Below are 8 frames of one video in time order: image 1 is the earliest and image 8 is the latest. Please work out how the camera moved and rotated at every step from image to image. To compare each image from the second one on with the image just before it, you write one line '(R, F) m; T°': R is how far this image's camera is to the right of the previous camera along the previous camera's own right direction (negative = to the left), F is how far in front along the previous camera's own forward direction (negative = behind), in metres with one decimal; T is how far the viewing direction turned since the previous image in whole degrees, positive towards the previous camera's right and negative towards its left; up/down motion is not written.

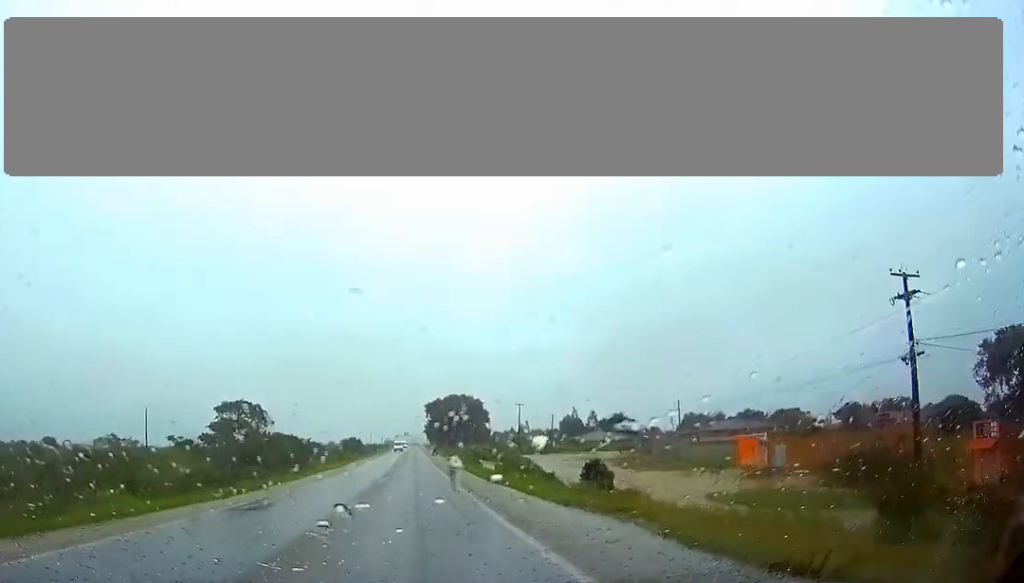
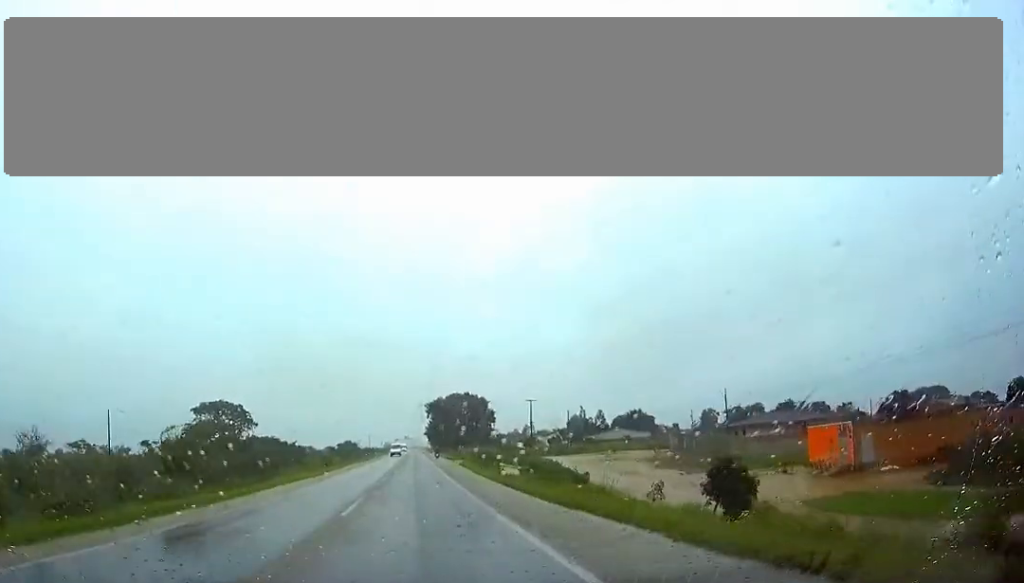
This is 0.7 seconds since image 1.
(0.0, +17.3) m; 0°
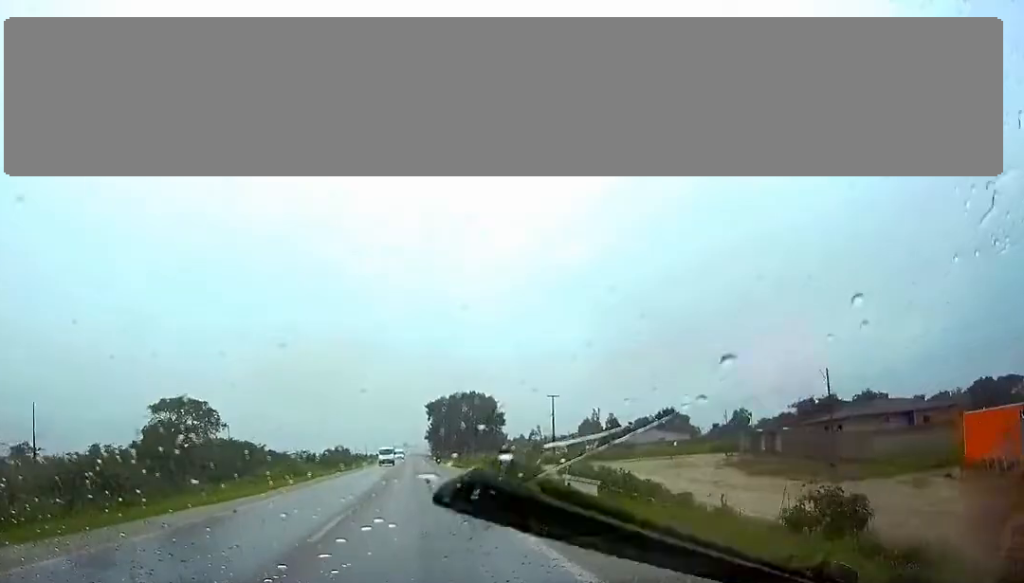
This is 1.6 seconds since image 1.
(0.0, +25.0) m; 0°
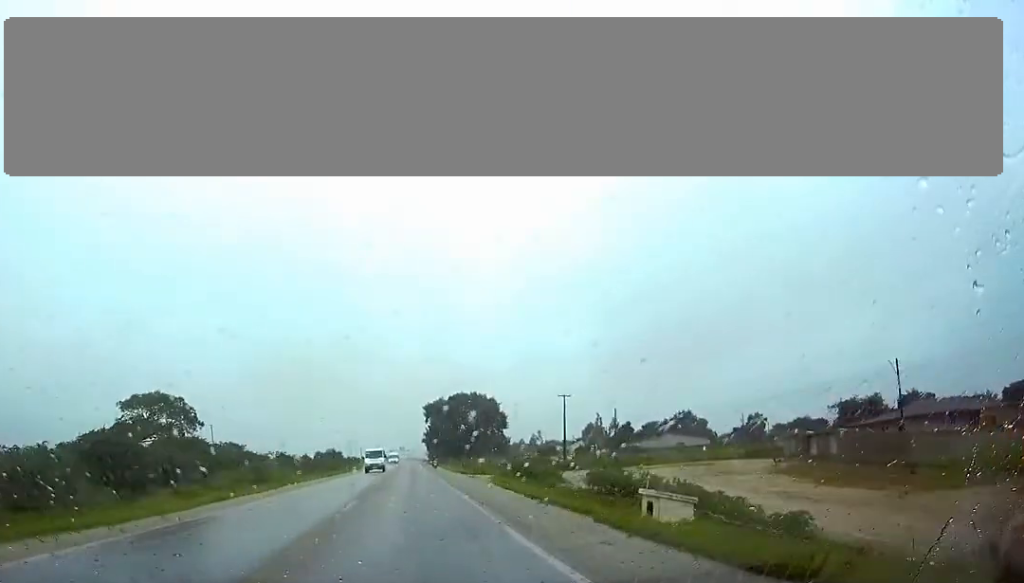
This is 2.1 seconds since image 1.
(+0.1, +12.1) m; 0°
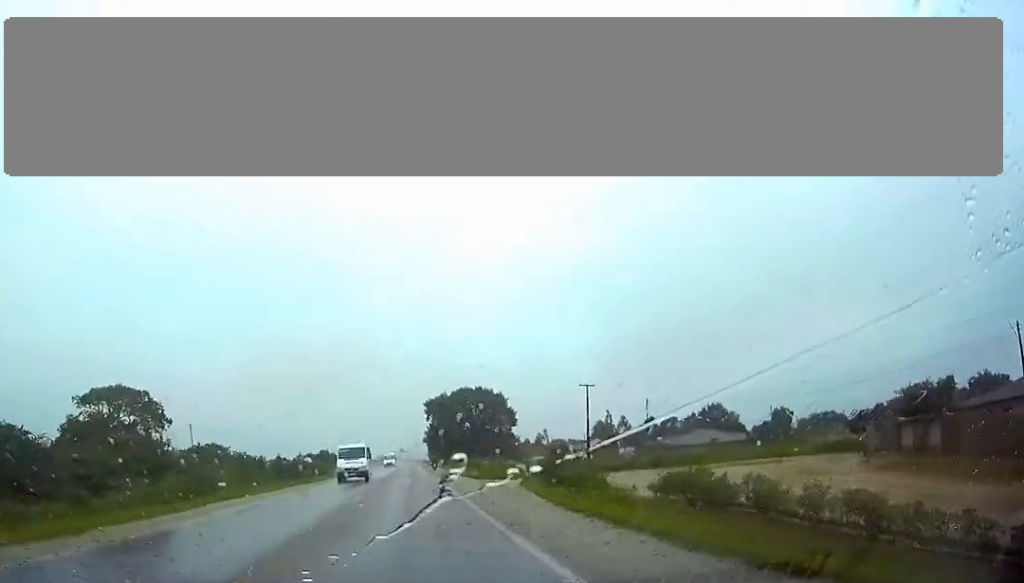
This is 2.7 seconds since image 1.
(-0.3, +15.5) m; 0°
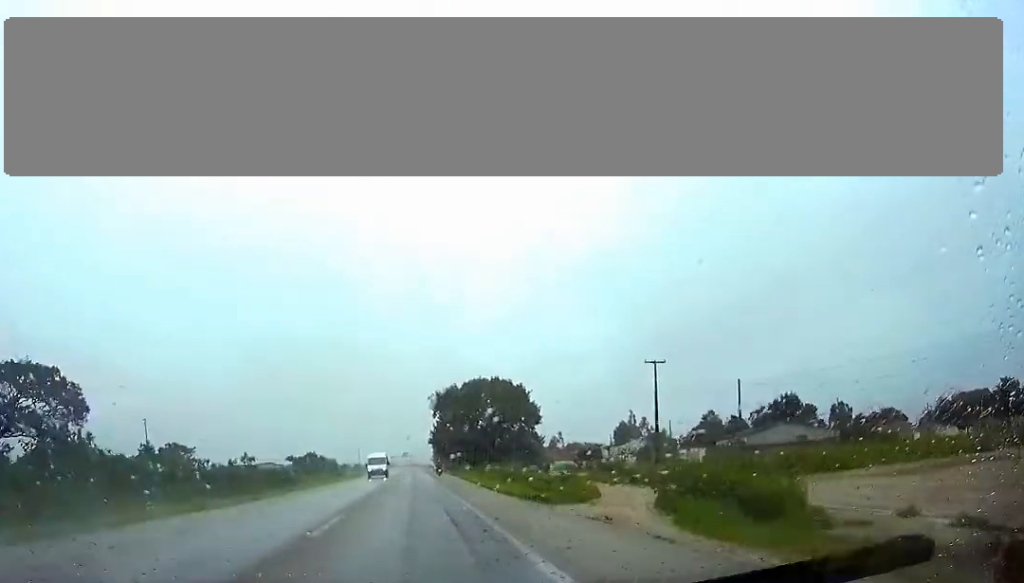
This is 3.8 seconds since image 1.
(0.0, +27.4) m; 0°
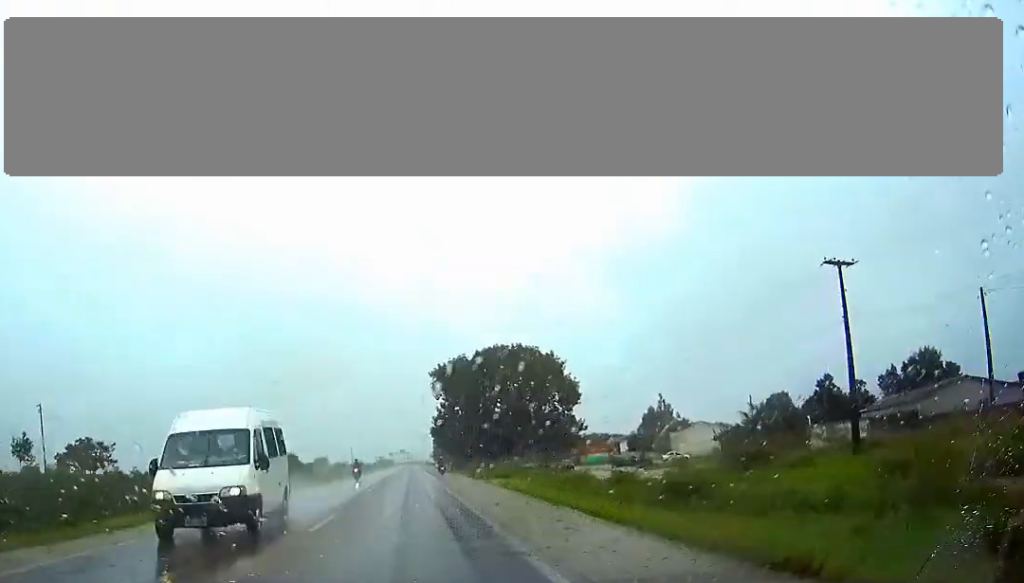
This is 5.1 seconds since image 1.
(+0.1, +35.2) m; 0°
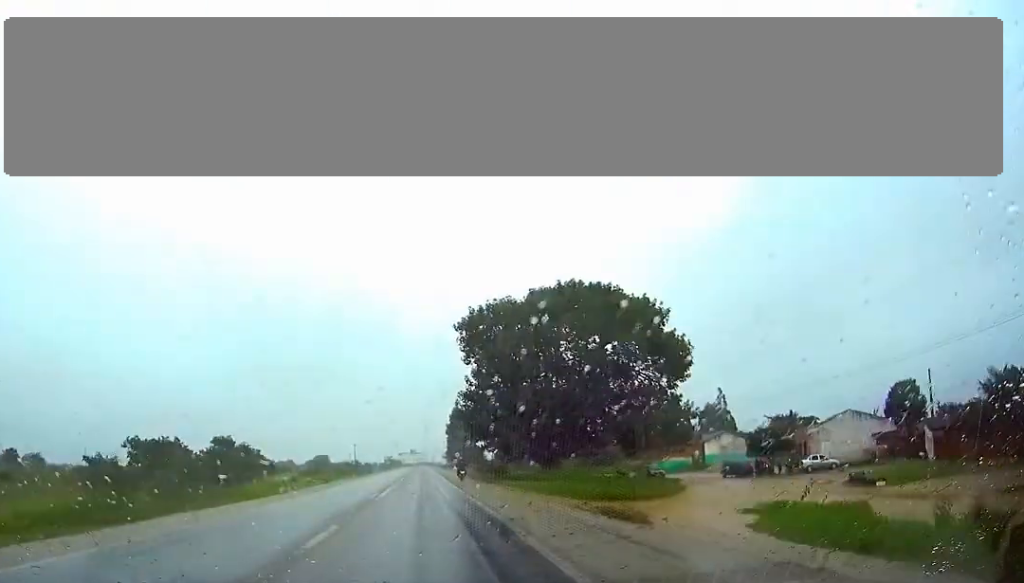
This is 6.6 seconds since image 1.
(-0.2, +38.4) m; -1°
